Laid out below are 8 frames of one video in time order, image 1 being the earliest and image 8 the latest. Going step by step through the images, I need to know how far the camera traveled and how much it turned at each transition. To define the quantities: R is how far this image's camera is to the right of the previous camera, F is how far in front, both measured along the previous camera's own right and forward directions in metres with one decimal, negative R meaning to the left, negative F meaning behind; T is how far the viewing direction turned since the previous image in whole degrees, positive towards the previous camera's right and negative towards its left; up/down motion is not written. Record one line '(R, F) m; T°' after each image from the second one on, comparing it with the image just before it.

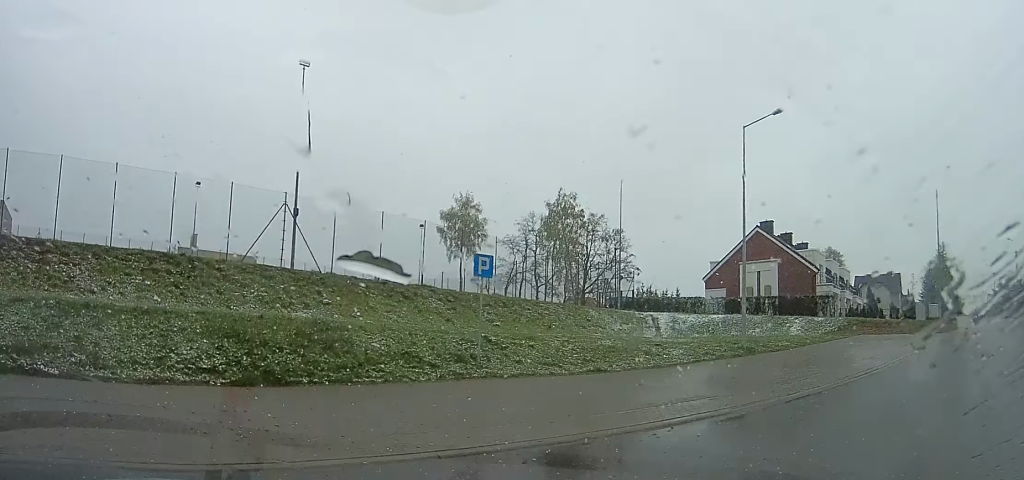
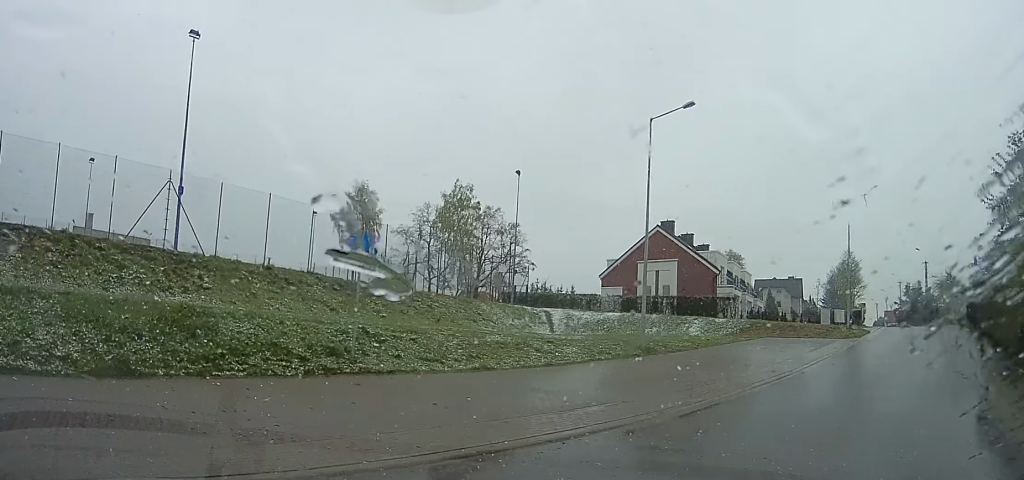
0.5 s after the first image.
(+0.2, +1.4) m; +16°
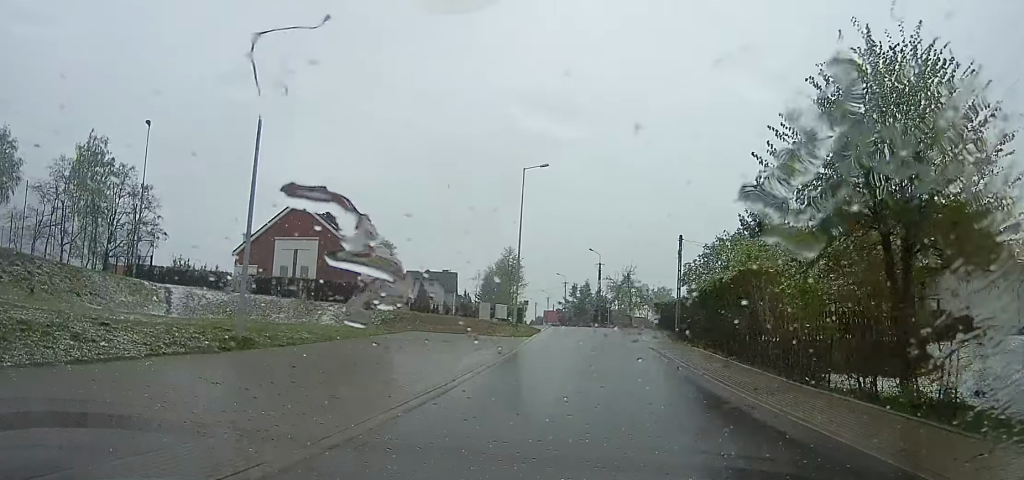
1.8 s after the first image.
(+1.1, +5.2) m; +15°
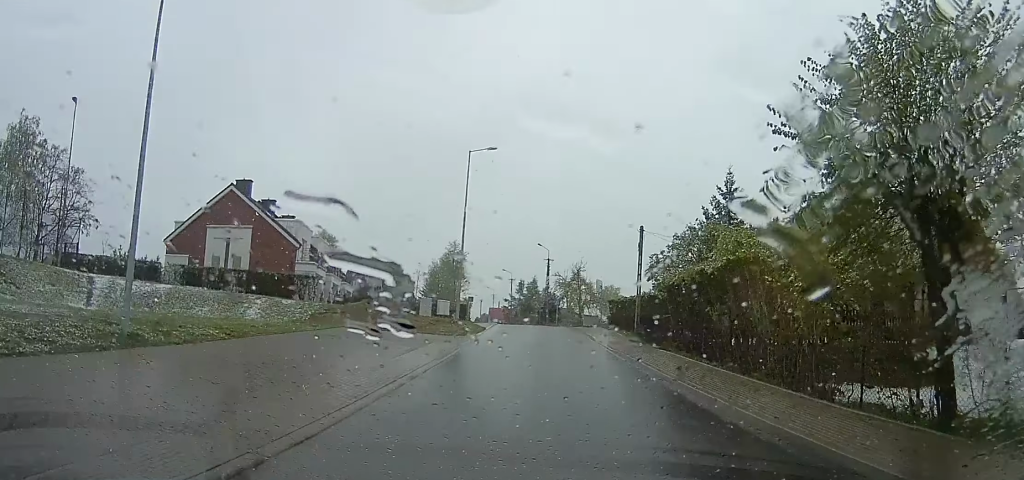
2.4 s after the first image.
(-0.1, +2.6) m; +5°
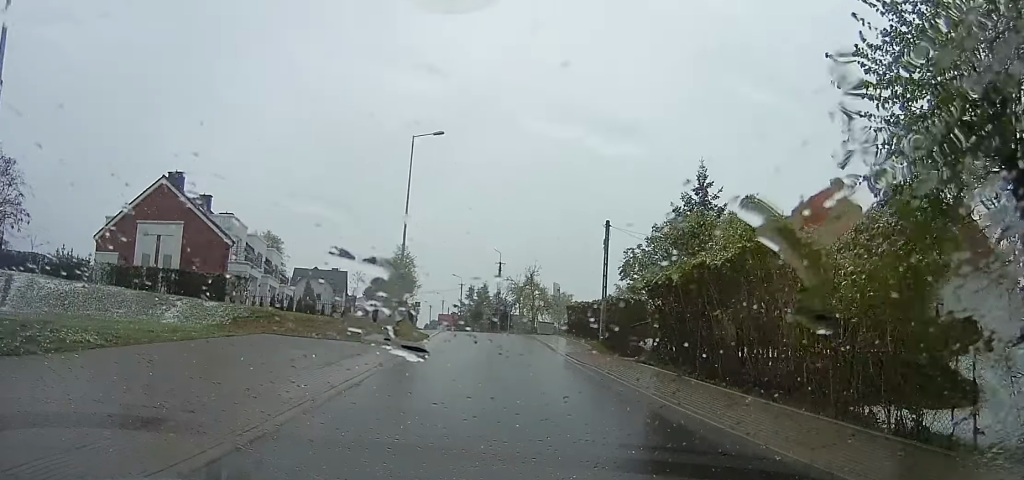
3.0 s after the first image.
(+0.3, +3.7) m; +1°
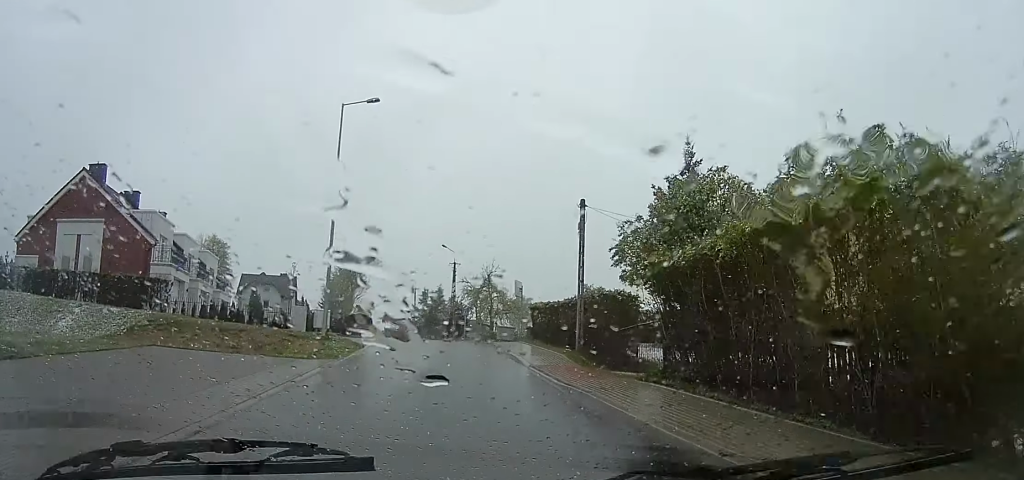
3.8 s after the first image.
(+0.2, +4.9) m; -1°
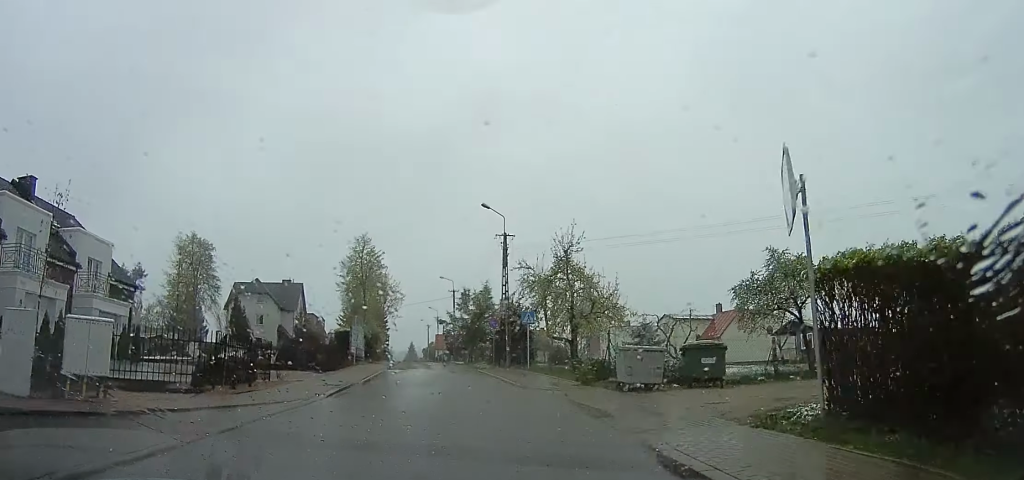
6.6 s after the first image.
(+0.2, +23.1) m; -2°
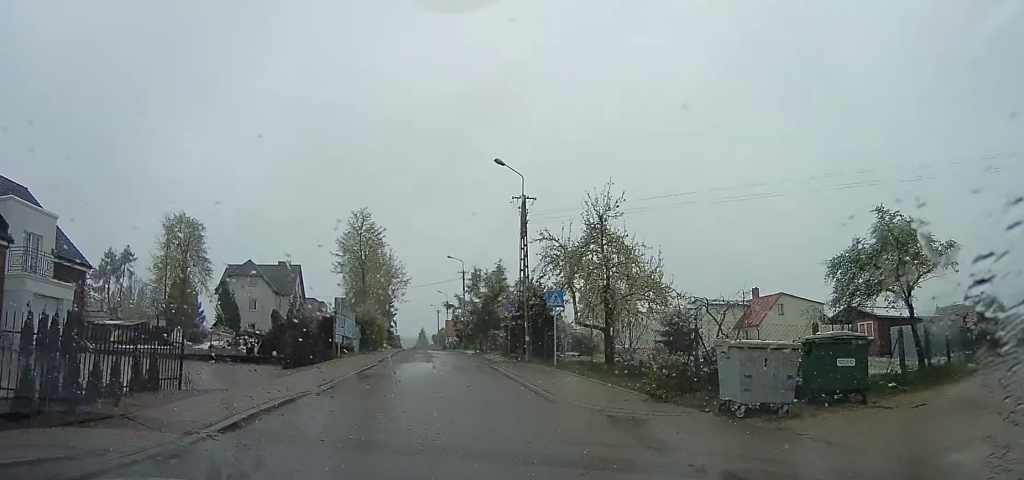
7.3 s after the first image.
(-0.4, +5.8) m; -3°
